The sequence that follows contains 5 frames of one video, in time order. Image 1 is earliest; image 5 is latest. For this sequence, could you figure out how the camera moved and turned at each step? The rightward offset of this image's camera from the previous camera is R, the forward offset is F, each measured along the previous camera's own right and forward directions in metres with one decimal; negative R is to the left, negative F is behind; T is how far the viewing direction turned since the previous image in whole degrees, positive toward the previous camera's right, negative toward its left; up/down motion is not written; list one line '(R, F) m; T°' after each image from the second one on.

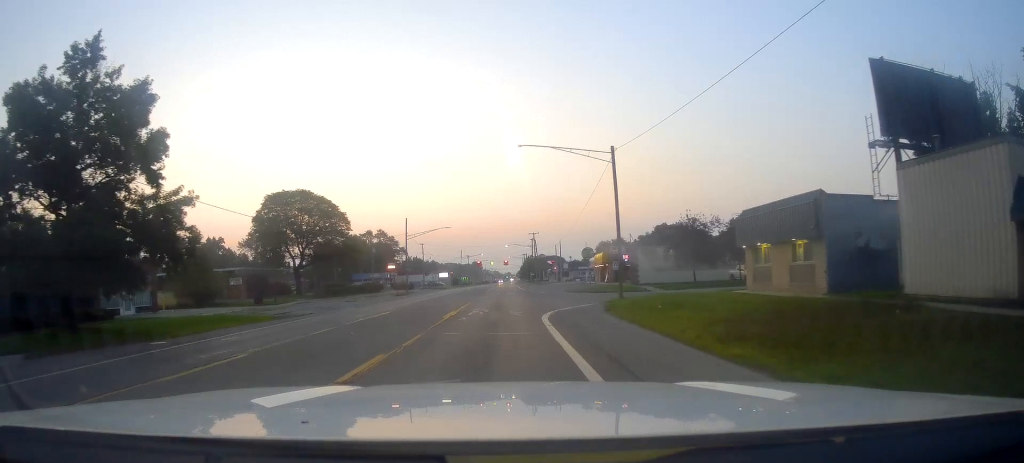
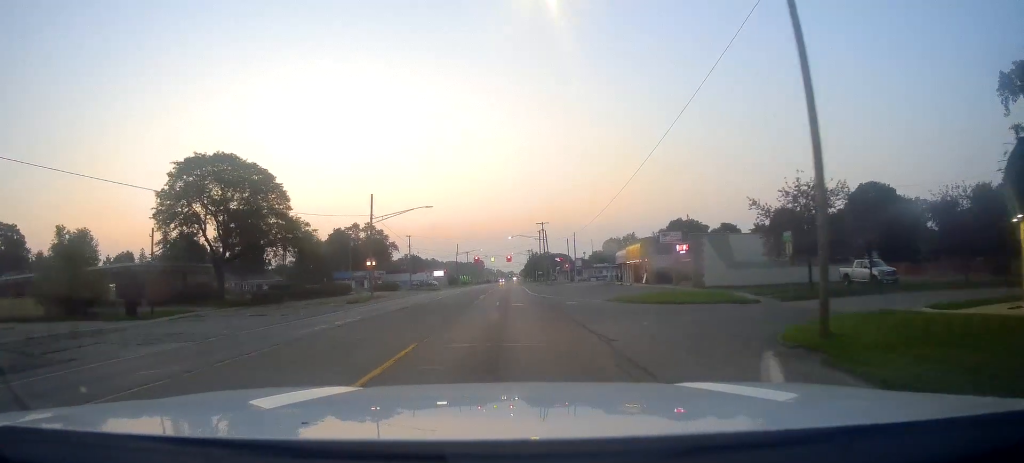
(+1.0, +22.7) m; +2°
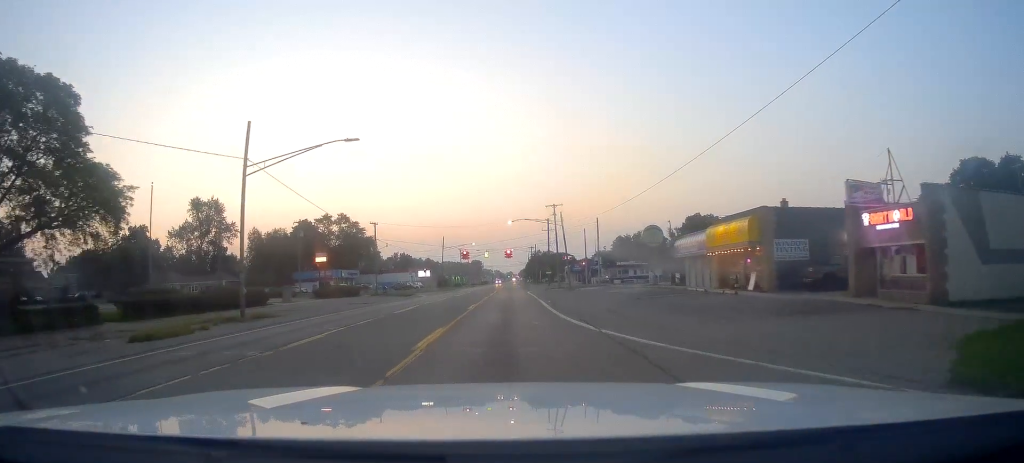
(-0.8, +29.2) m; -1°
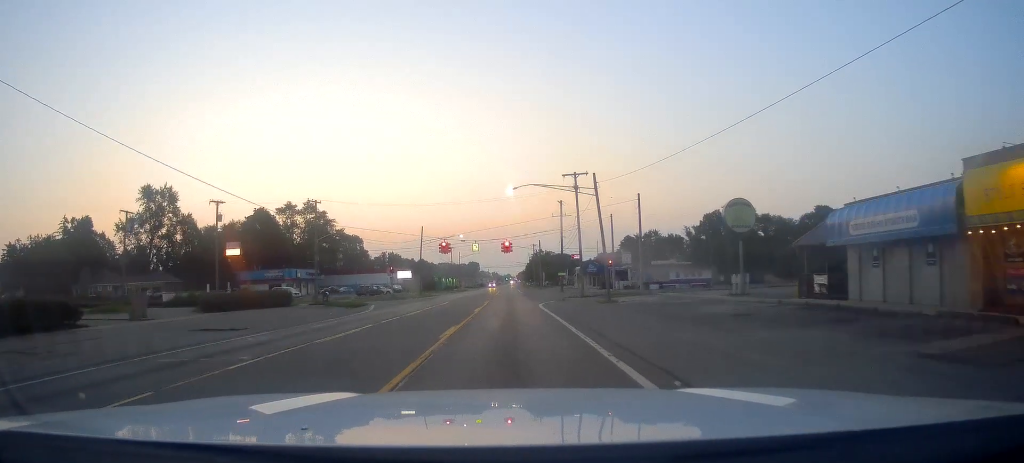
(+0.2, +26.7) m; 0°
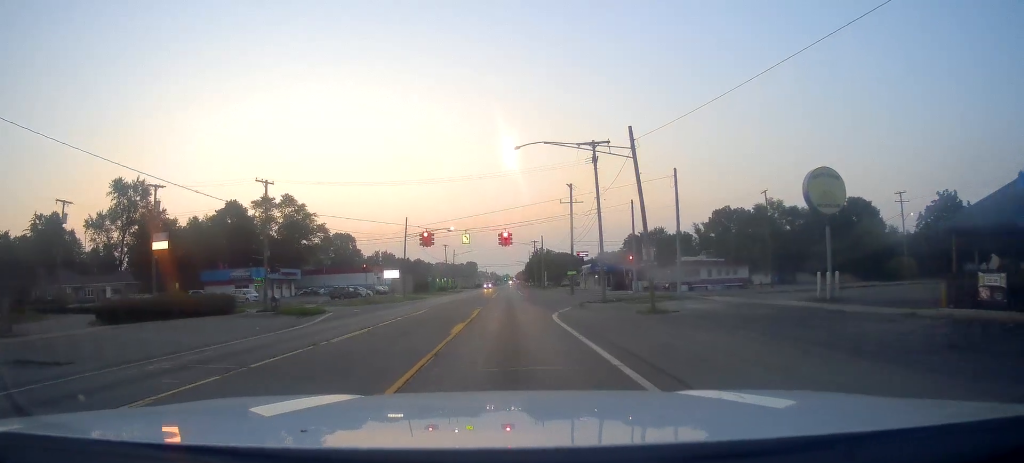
(0.0, +13.0) m; -1°
